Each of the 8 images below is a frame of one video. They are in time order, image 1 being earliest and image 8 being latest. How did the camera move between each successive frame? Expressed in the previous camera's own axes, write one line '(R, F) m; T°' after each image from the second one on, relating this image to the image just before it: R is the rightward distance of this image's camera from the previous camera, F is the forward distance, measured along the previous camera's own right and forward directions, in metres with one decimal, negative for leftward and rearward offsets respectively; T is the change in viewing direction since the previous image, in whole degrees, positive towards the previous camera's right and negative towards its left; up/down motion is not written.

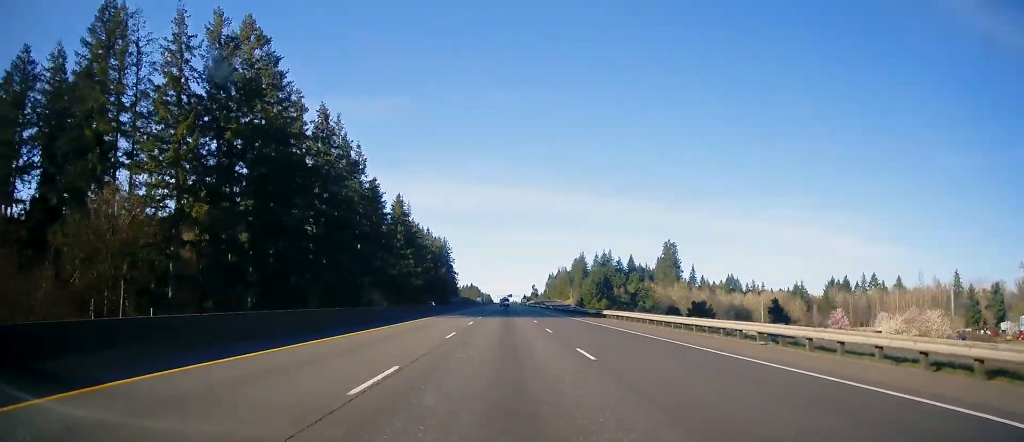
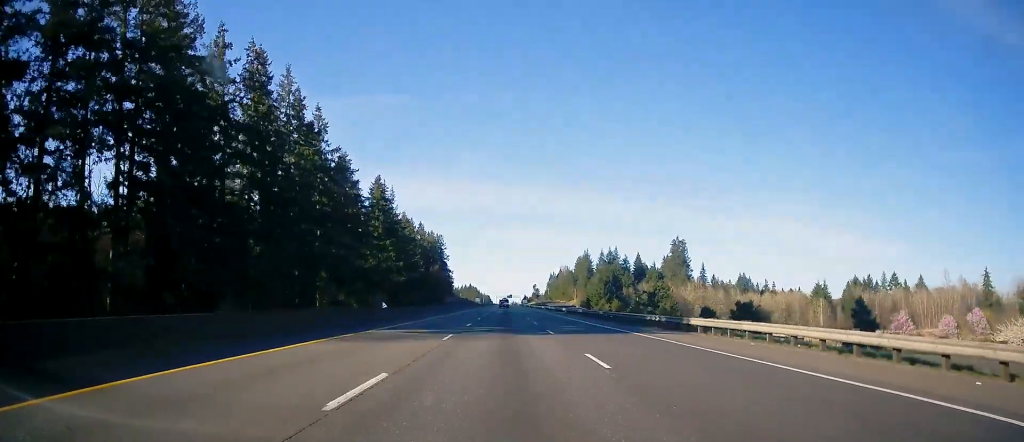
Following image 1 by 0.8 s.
(0.0, +25.5) m; 0°
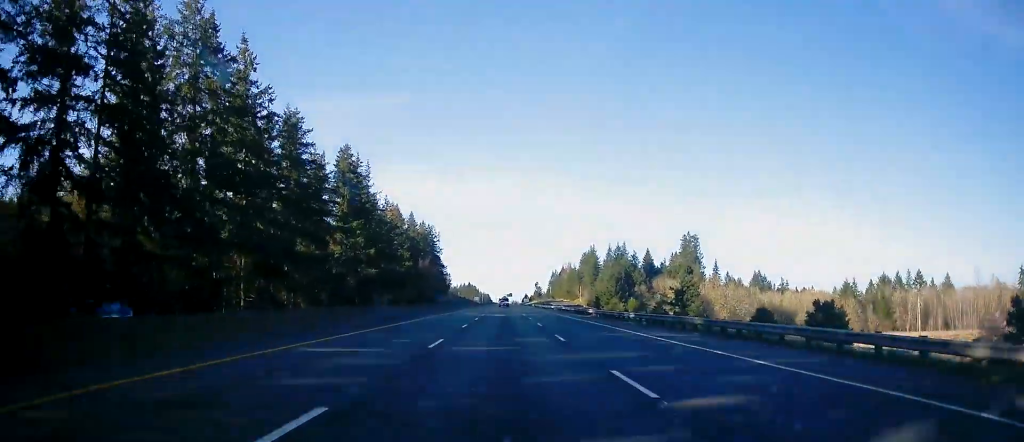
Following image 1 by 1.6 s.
(-0.2, +27.7) m; 0°
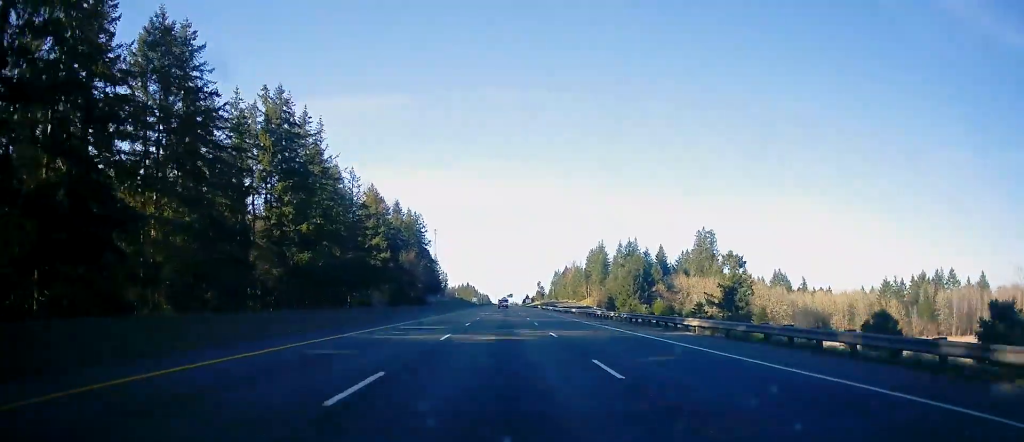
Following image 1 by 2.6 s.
(+0.1, +33.0) m; 0°
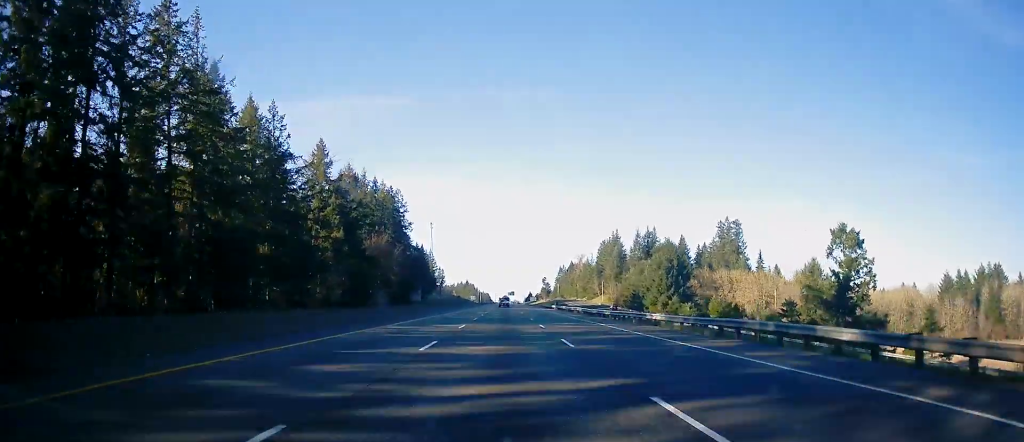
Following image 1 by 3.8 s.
(+0.2, +40.9) m; 0°
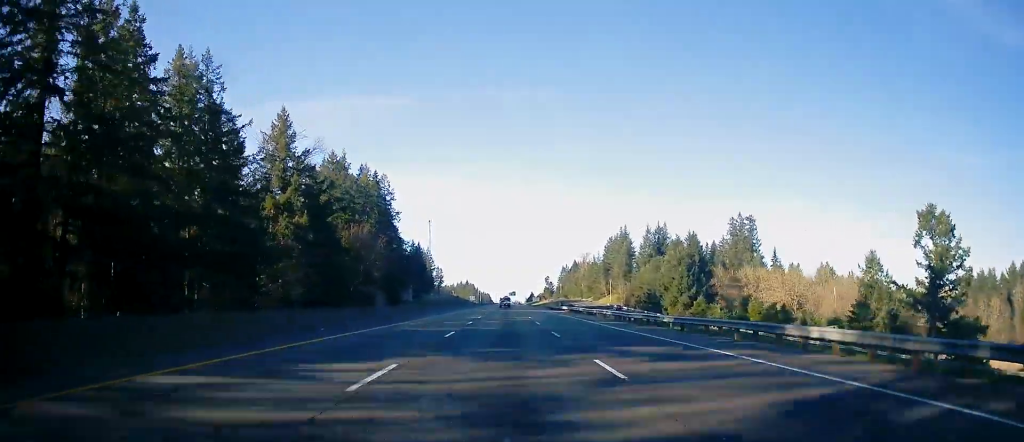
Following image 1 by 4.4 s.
(+0.3, +18.9) m; 0°
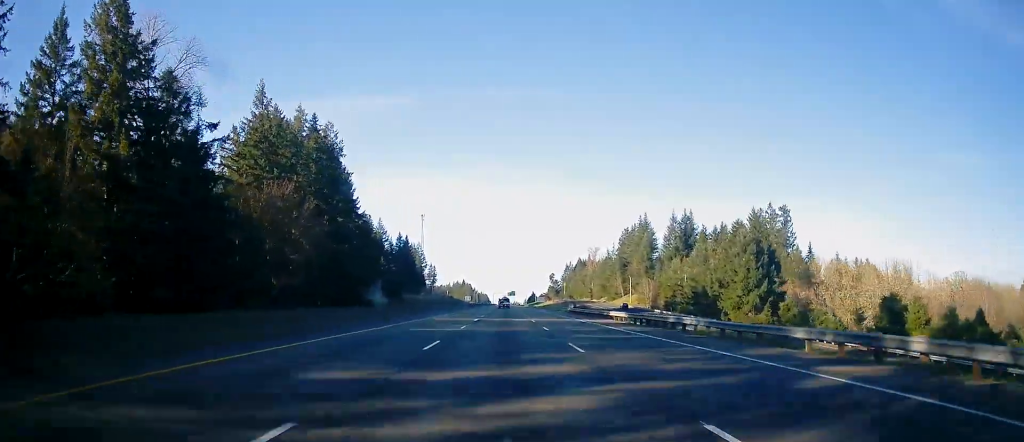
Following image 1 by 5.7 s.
(-0.5, +42.1) m; 0°
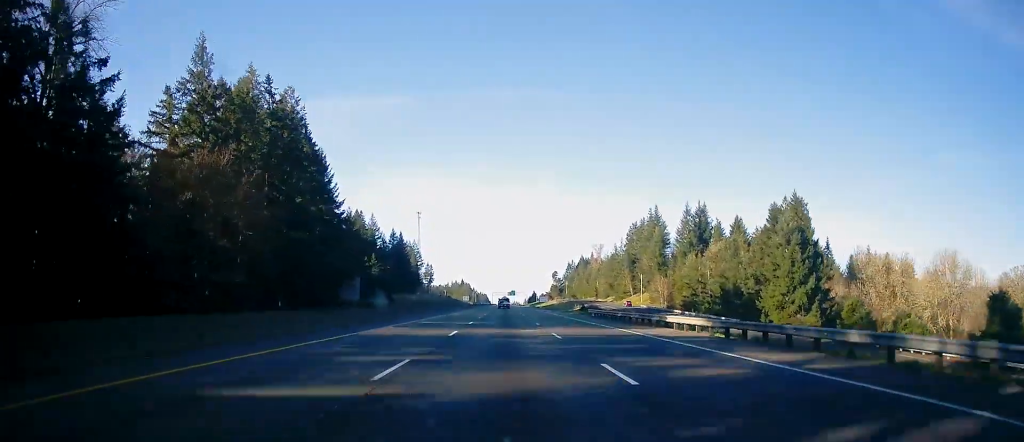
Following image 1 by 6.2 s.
(+0.4, +17.7) m; 0°
